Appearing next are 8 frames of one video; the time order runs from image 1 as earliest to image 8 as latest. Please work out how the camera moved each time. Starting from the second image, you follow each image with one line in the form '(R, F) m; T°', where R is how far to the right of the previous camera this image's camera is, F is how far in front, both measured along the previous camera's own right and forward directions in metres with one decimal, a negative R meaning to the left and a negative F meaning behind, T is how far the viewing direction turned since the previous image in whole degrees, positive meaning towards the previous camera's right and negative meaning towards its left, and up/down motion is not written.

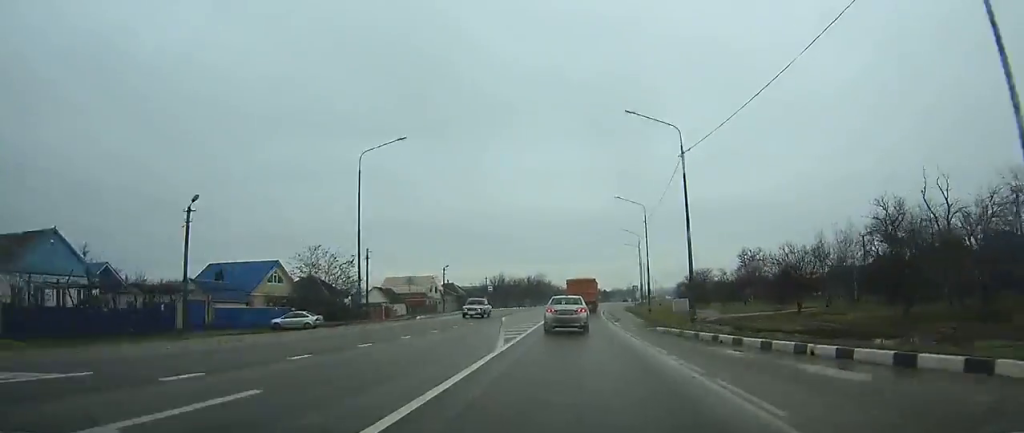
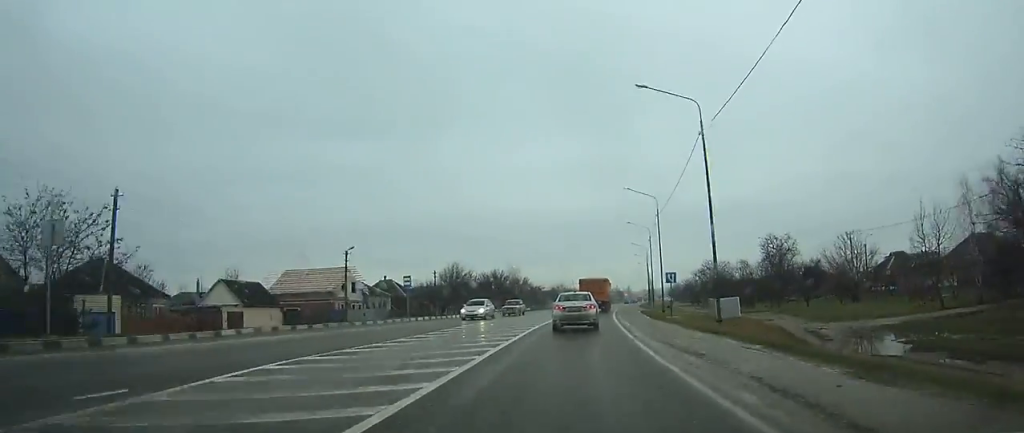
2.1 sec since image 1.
(+0.3, +34.1) m; +2°
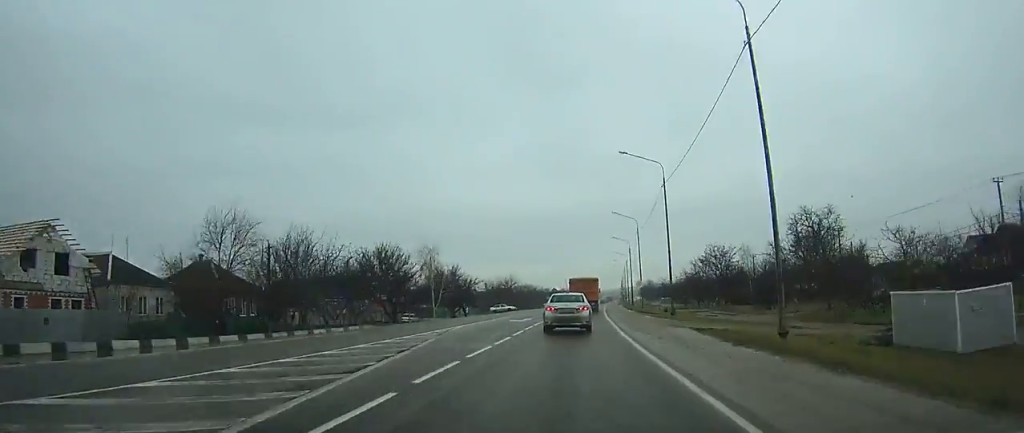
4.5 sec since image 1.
(+0.8, +40.3) m; +2°
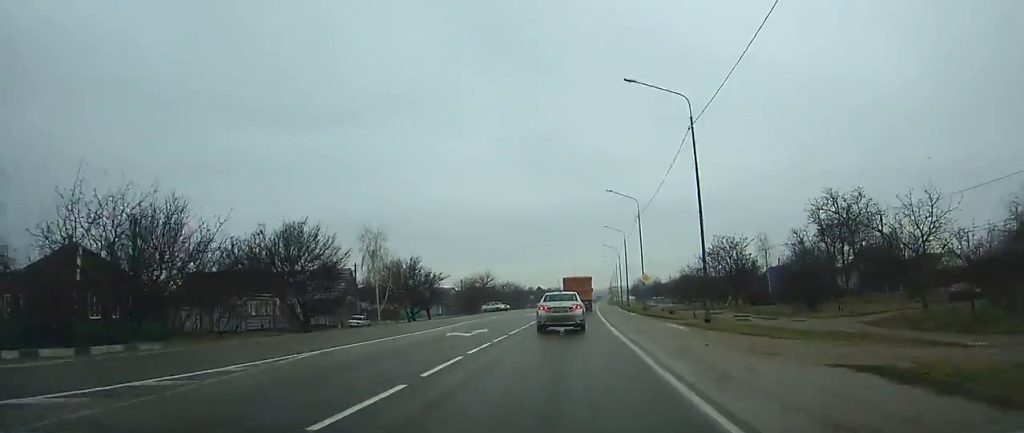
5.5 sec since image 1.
(+0.1, +15.1) m; +1°
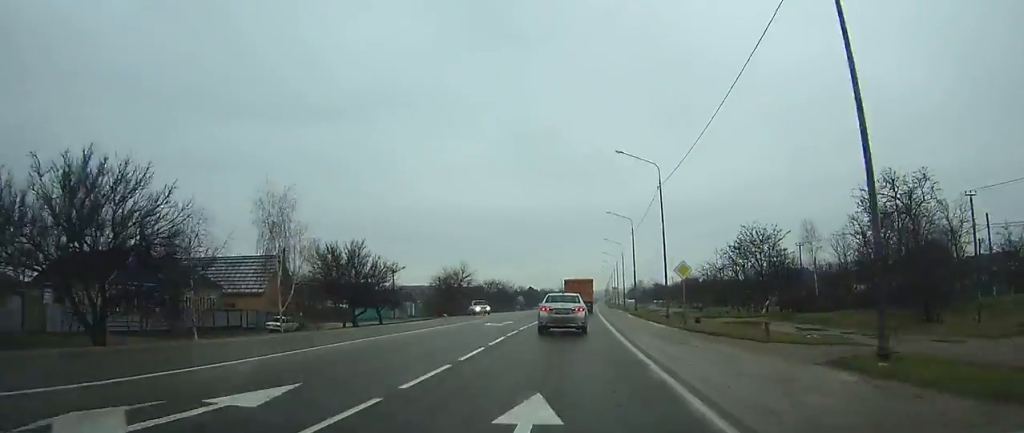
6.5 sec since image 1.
(+0.2, +17.1) m; +1°
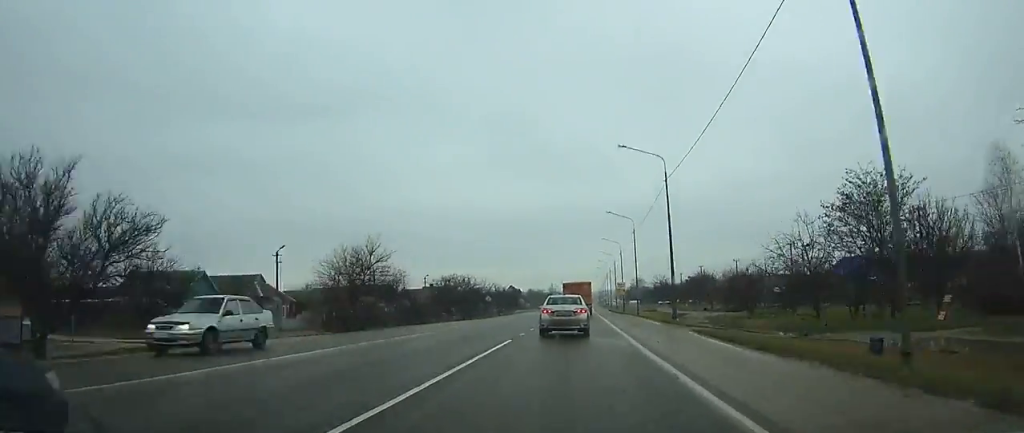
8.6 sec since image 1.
(+0.3, +33.0) m; +1°
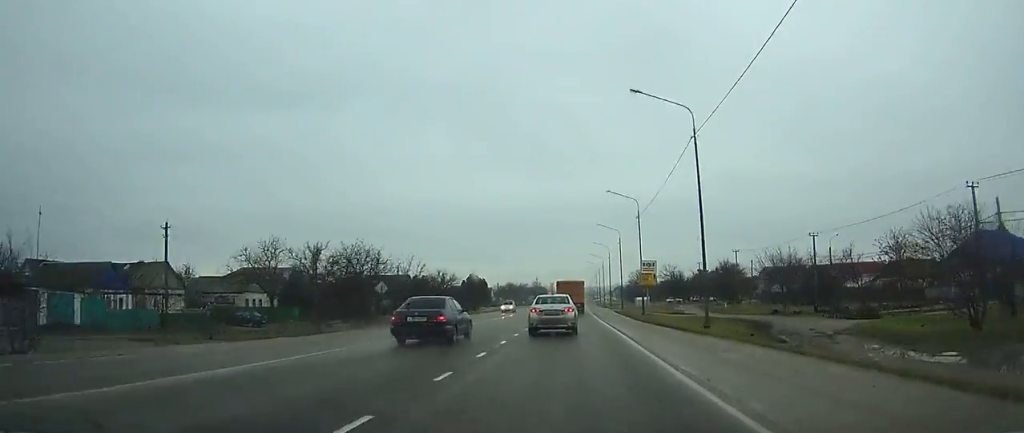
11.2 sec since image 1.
(+0.7, +41.3) m; +2°
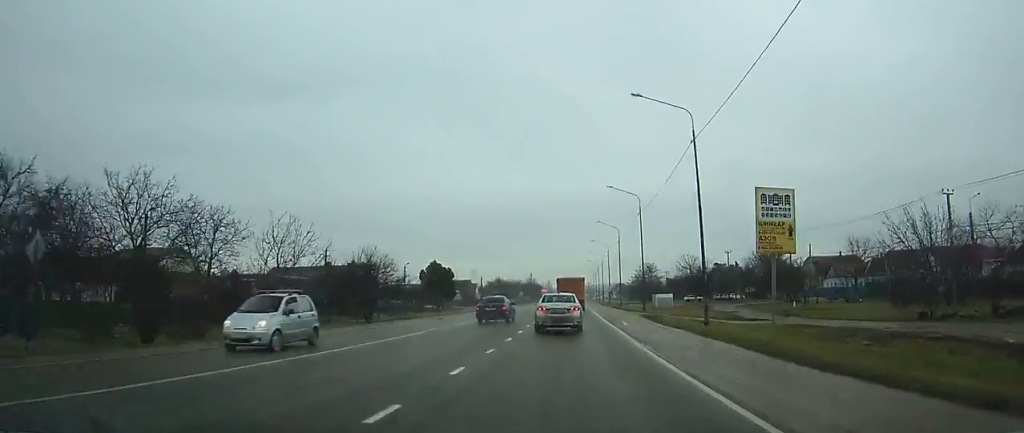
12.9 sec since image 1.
(+0.1, +27.5) m; 0°
